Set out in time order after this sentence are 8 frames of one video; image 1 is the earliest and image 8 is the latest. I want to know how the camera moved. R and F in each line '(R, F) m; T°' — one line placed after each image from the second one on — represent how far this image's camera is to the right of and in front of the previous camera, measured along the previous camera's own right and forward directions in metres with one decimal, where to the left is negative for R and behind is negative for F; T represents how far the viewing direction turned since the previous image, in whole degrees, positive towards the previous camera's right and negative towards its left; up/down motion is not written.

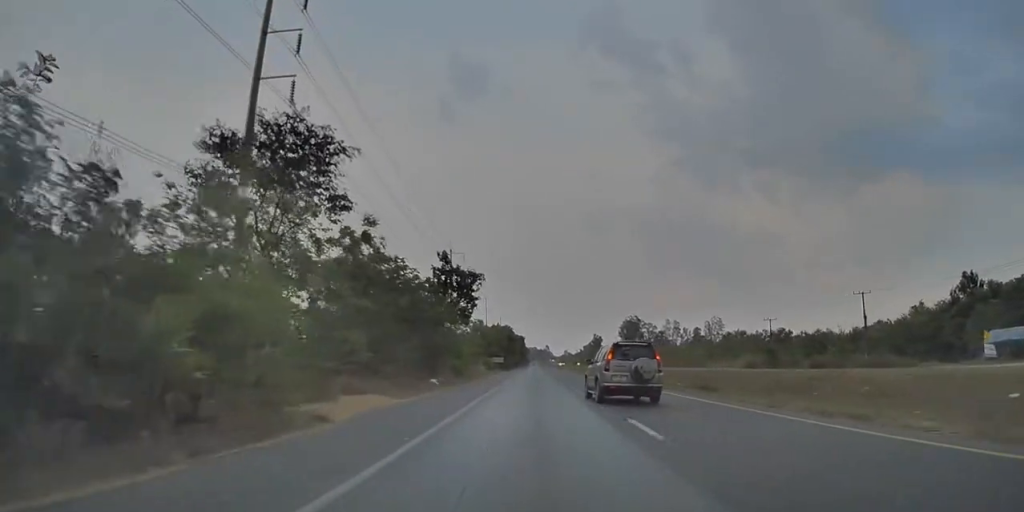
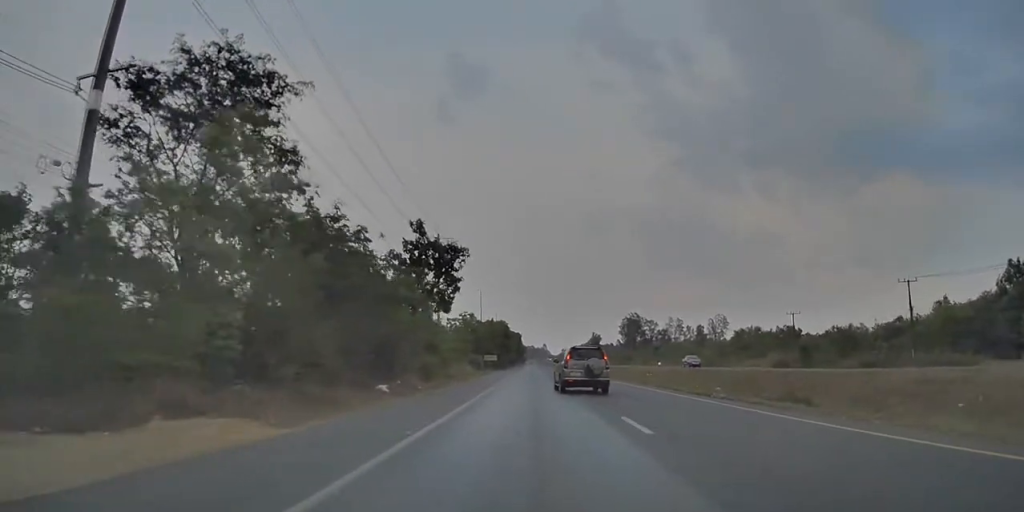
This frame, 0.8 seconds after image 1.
(-0.1, +11.9) m; -2°
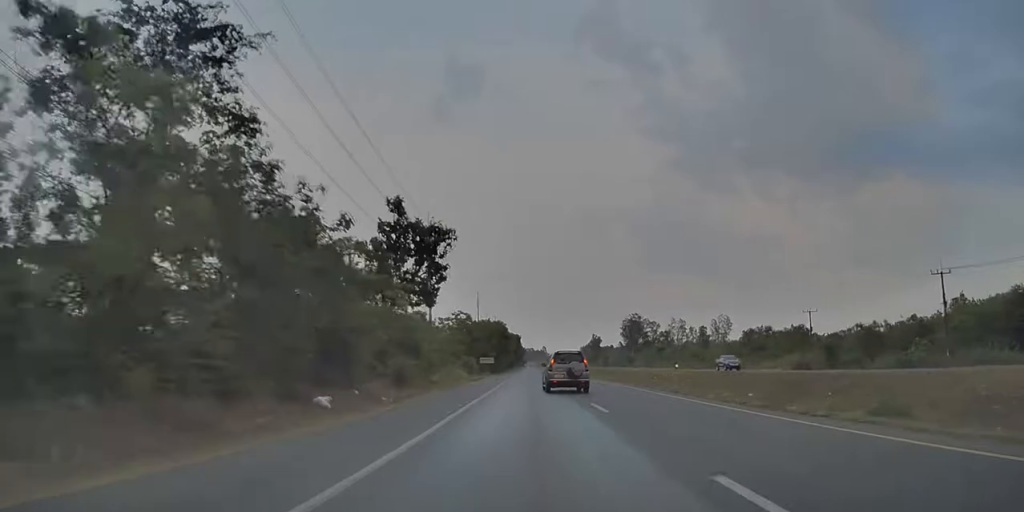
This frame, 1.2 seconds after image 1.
(+0.1, +6.9) m; -1°
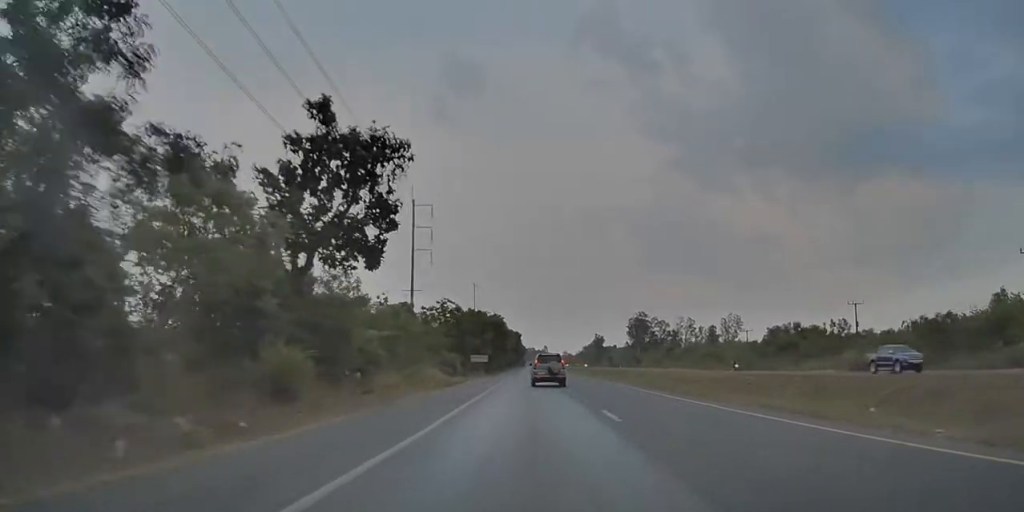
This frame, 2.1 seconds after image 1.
(-0.7, +14.5) m; +1°
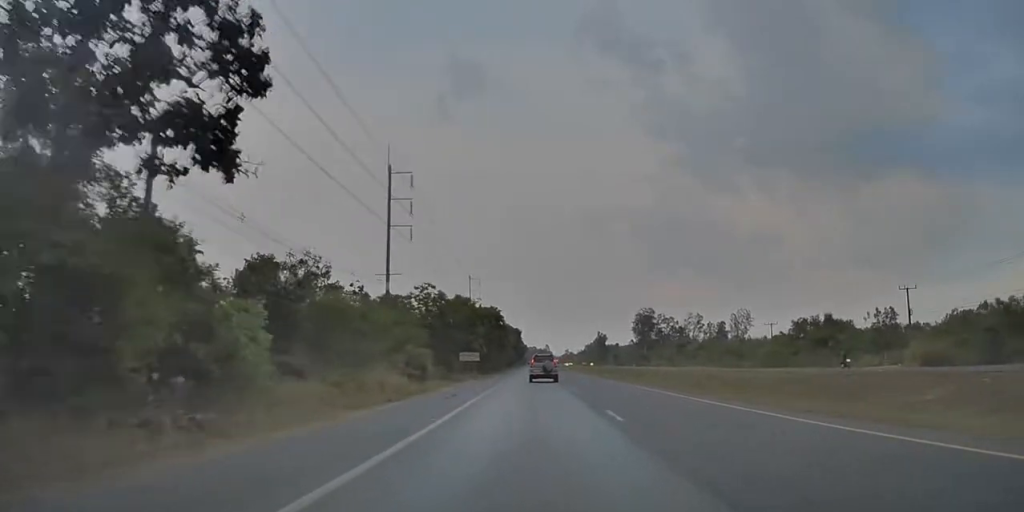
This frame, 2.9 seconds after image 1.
(+0.9, +12.5) m; 0°
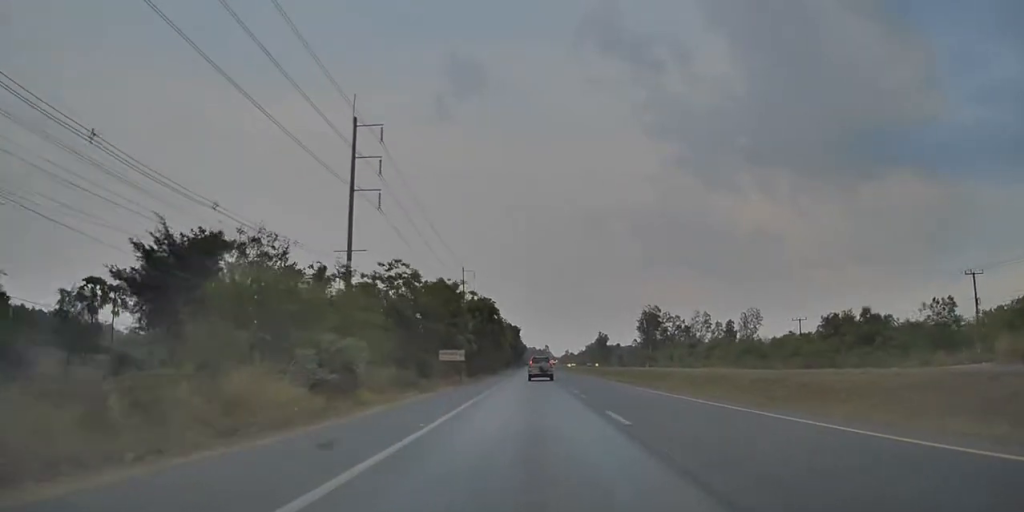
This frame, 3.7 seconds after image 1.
(-0.4, +13.0) m; -2°
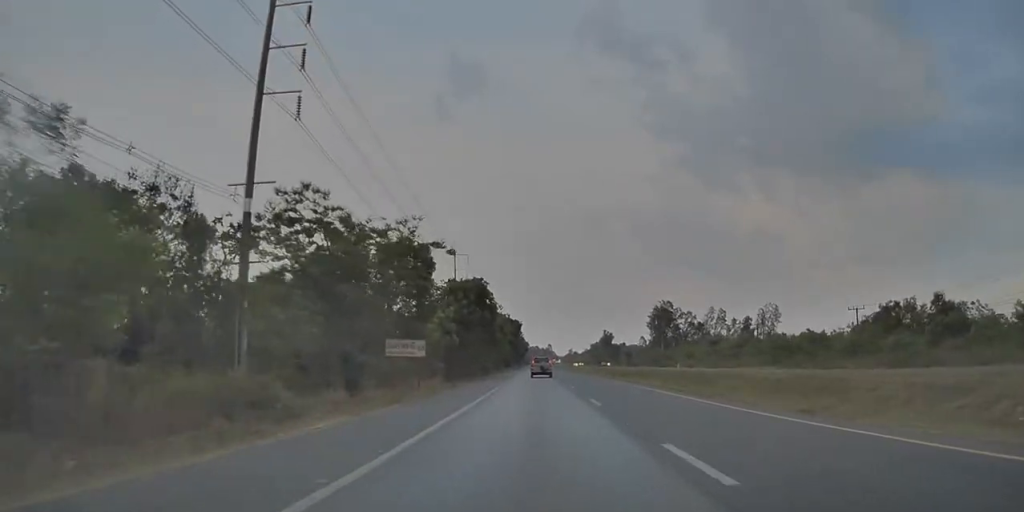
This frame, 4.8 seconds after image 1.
(-0.6, +18.8) m; -1°
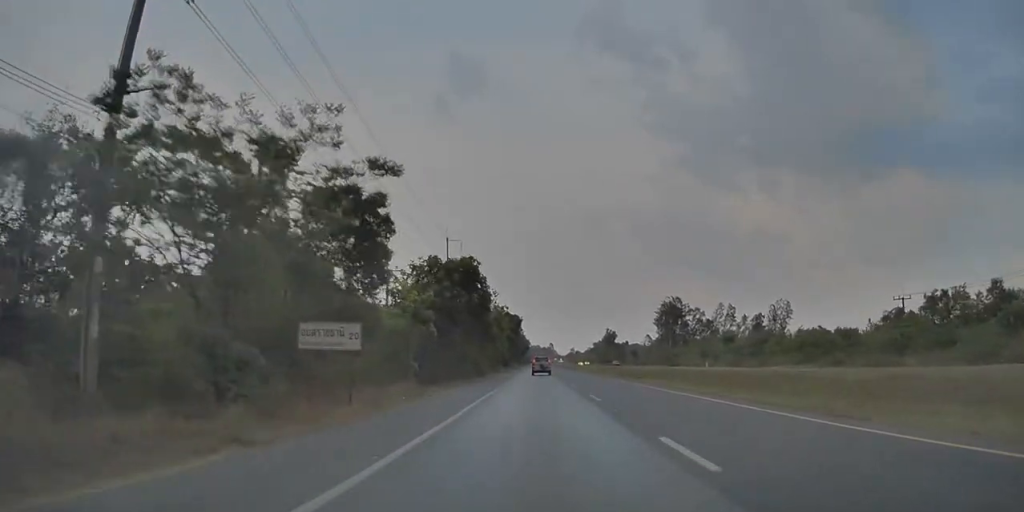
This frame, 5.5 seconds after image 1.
(+0.1, +11.9) m; 0°
